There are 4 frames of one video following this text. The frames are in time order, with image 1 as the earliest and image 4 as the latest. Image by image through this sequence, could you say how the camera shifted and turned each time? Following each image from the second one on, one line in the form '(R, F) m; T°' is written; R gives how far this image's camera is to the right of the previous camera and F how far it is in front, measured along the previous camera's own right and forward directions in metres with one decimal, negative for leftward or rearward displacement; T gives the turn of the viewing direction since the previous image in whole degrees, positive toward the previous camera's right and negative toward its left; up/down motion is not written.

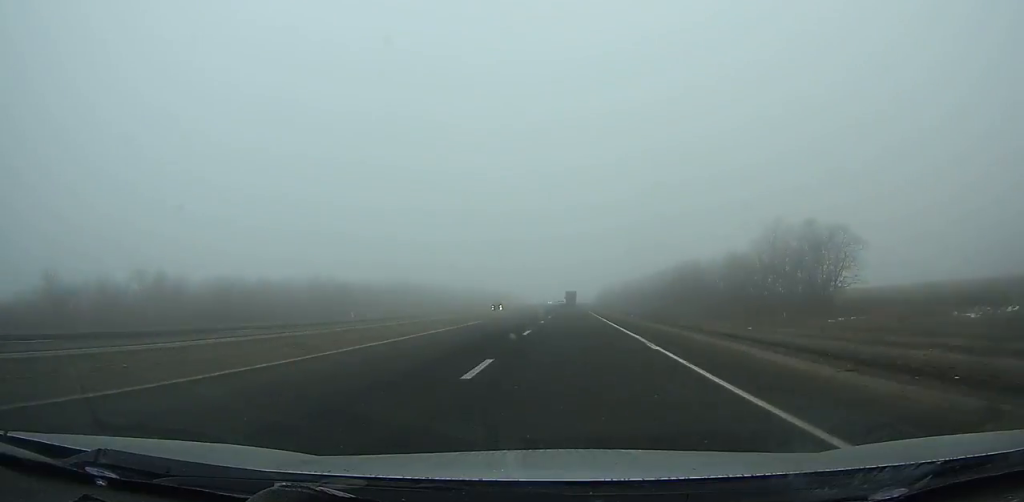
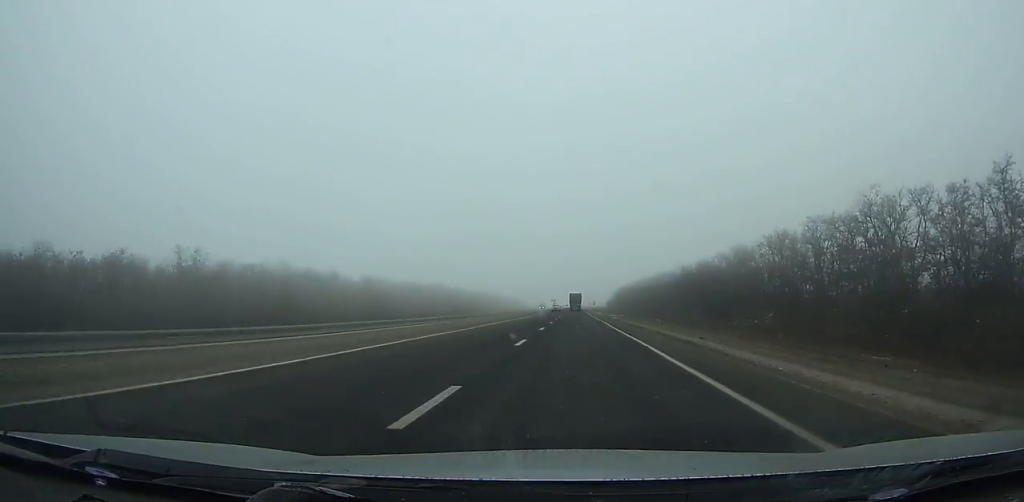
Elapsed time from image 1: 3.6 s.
(0.0, +87.4) m; 0°
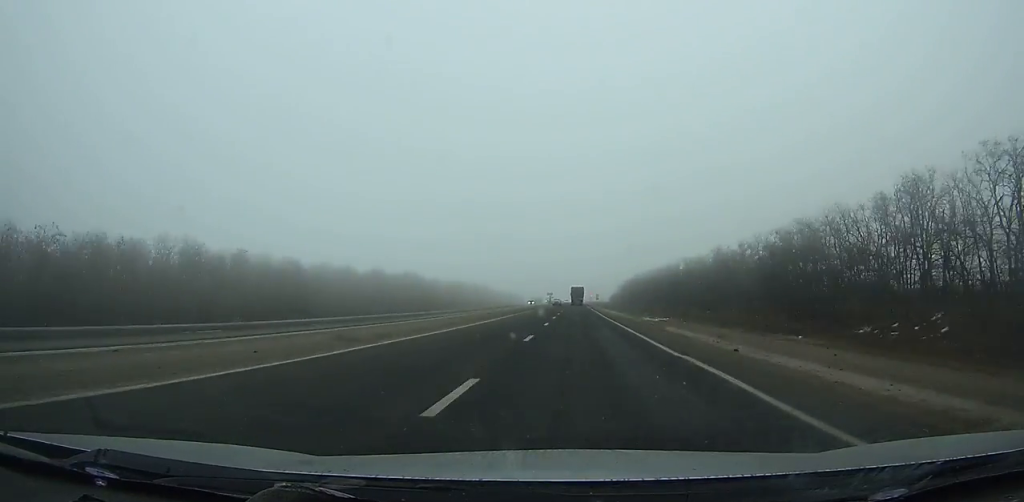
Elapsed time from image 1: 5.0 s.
(-0.1, +34.5) m; 0°
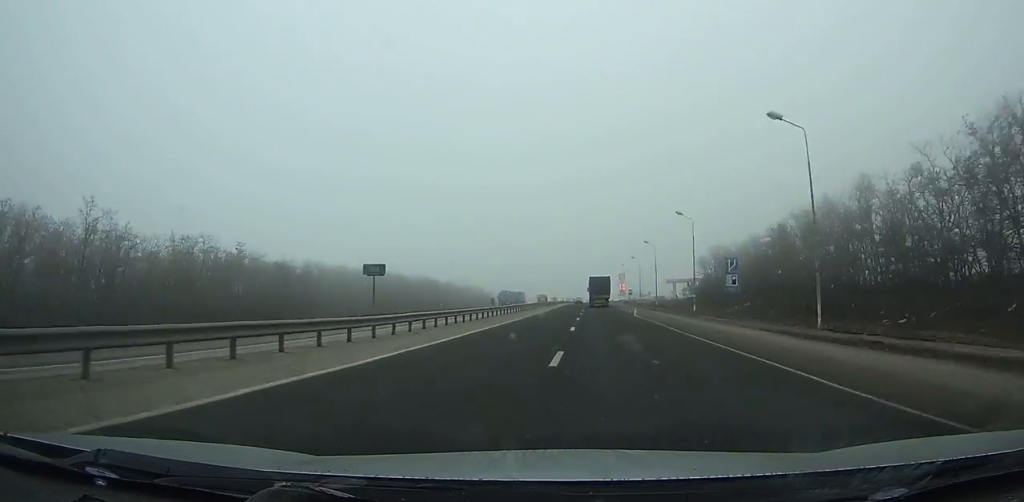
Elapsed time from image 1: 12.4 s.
(-2.7, +189.3) m; -1°
